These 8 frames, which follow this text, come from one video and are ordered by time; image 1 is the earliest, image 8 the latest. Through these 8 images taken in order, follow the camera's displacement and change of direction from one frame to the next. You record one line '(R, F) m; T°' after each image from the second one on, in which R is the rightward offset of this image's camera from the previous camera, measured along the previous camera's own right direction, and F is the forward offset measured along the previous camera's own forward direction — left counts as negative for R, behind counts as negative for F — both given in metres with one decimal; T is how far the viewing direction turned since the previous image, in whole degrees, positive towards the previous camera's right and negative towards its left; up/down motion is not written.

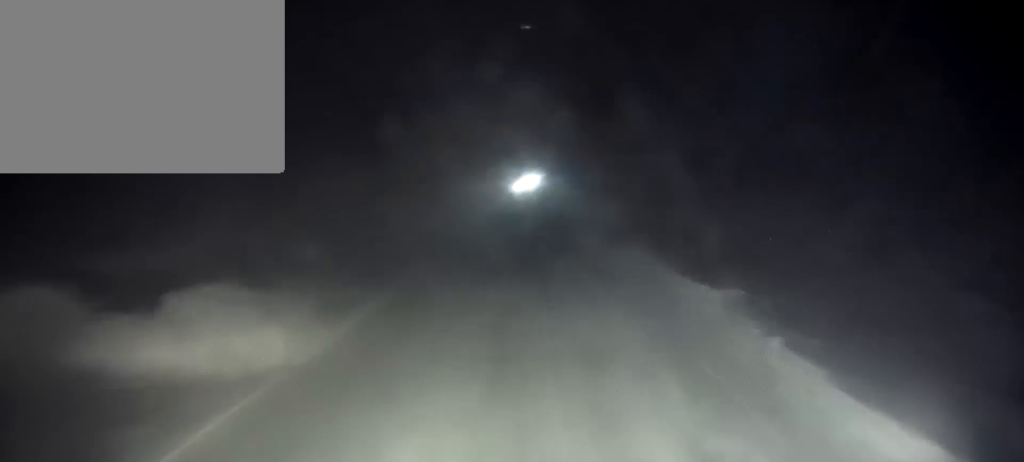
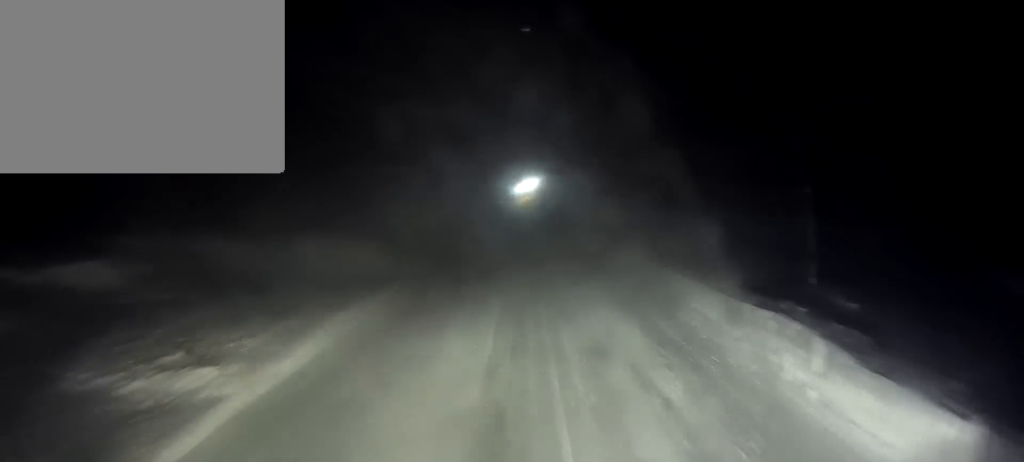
(-0.1, +7.1) m; -1°
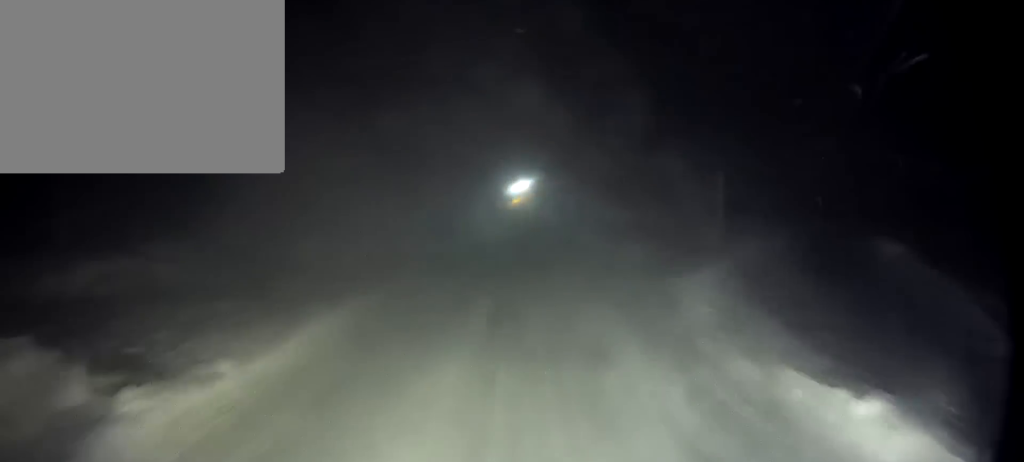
(-0.3, +13.8) m; -2°
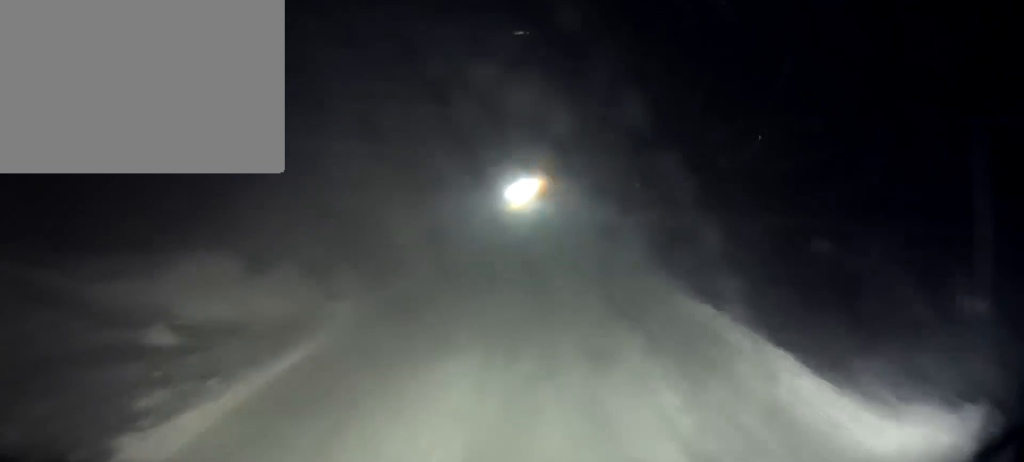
(-0.1, +7.4) m; 0°
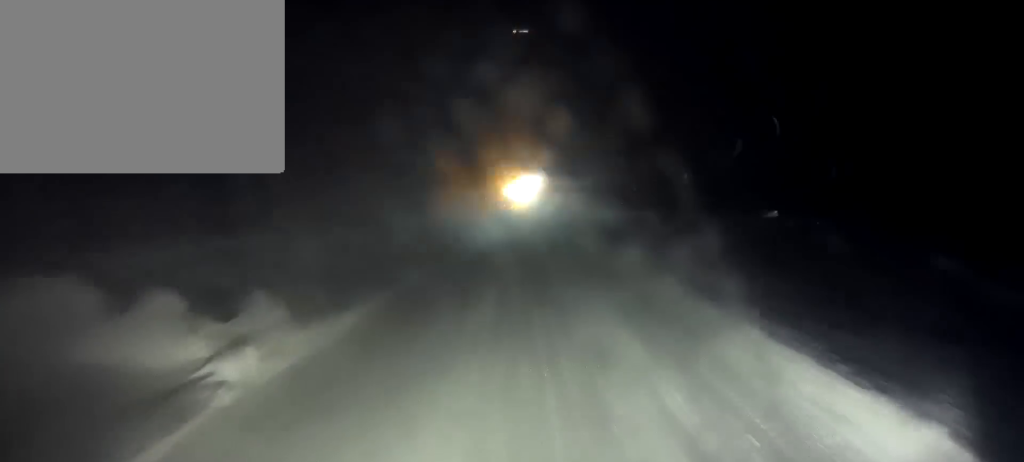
(+0.1, +4.7) m; 0°
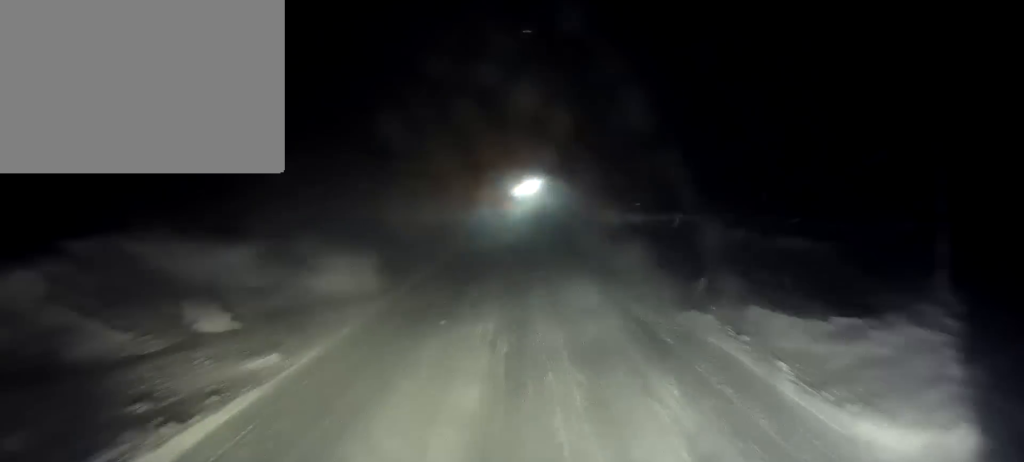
(0.0, +9.3) m; 0°
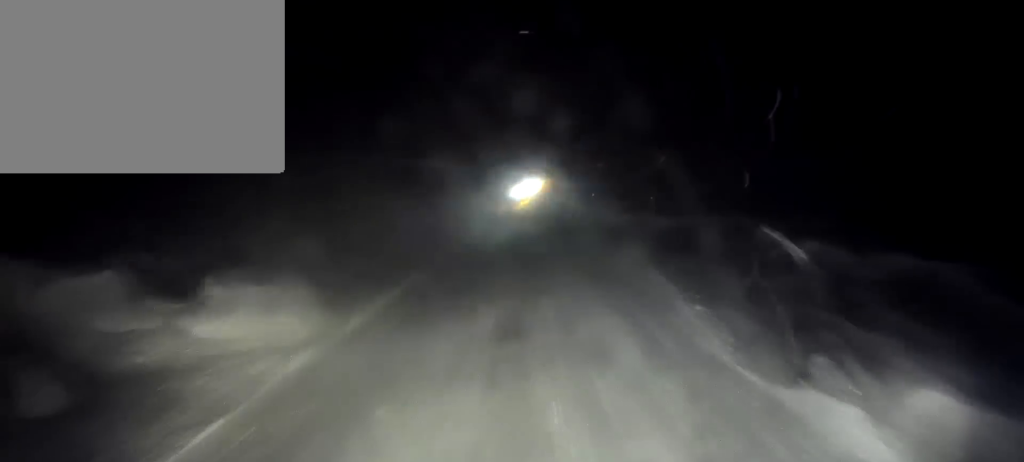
(0.0, +4.6) m; 0°
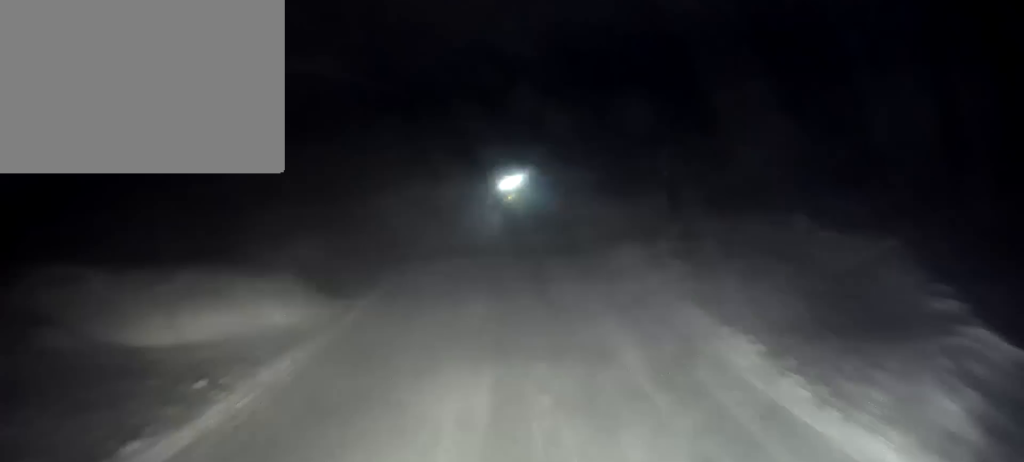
(+0.2, +17.5) m; +1°
